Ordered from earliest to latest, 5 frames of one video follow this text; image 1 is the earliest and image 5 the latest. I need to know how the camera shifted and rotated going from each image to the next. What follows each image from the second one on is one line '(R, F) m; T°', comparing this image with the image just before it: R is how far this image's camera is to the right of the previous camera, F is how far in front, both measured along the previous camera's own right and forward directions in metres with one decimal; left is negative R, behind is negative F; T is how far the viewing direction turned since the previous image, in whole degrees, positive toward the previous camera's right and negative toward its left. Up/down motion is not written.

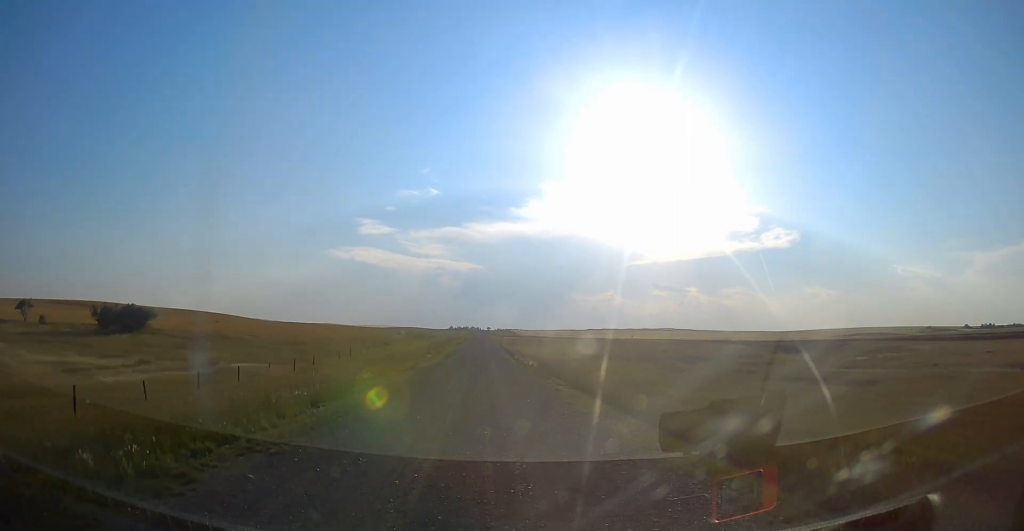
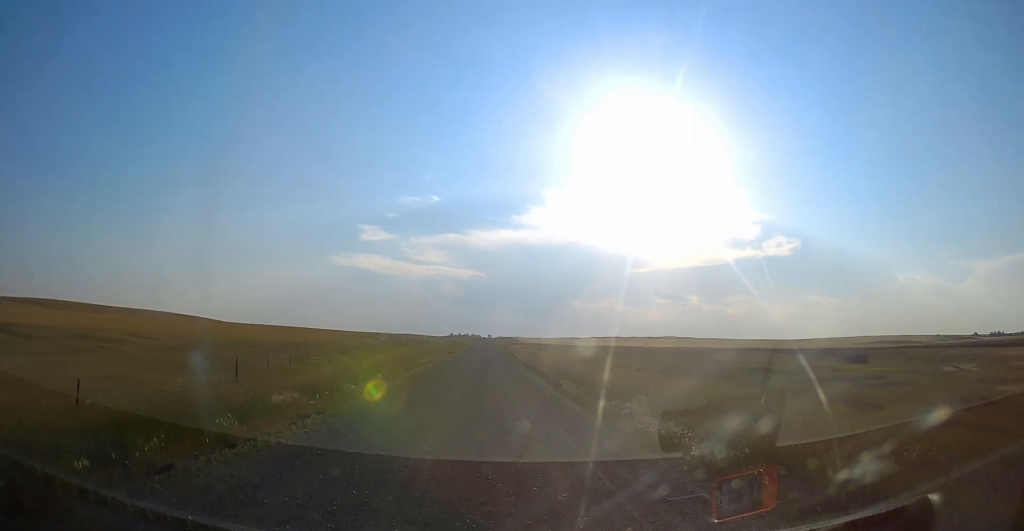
(0.0, +29.7) m; 0°
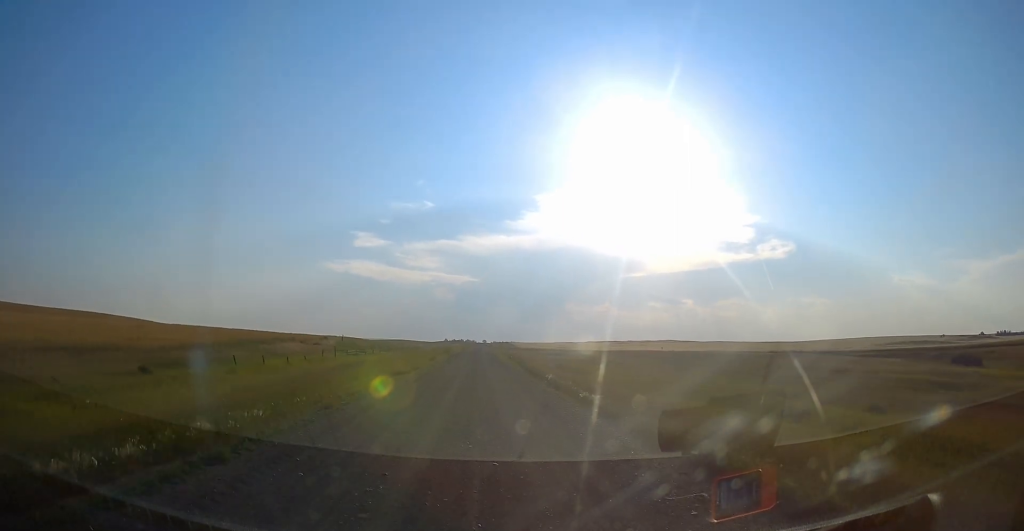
(0.0, +37.5) m; 0°
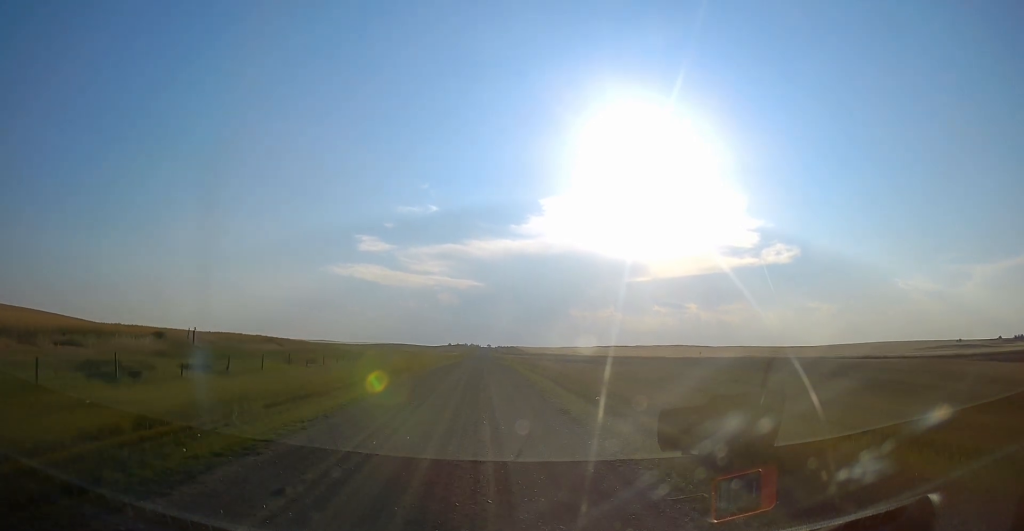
(+0.9, +46.5) m; +2°
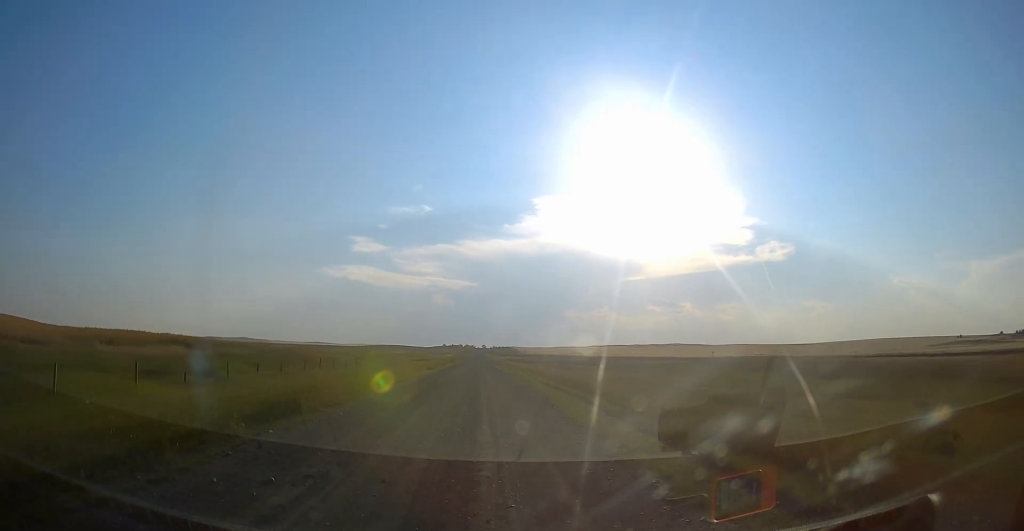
(-0.5, +19.4) m; -2°
